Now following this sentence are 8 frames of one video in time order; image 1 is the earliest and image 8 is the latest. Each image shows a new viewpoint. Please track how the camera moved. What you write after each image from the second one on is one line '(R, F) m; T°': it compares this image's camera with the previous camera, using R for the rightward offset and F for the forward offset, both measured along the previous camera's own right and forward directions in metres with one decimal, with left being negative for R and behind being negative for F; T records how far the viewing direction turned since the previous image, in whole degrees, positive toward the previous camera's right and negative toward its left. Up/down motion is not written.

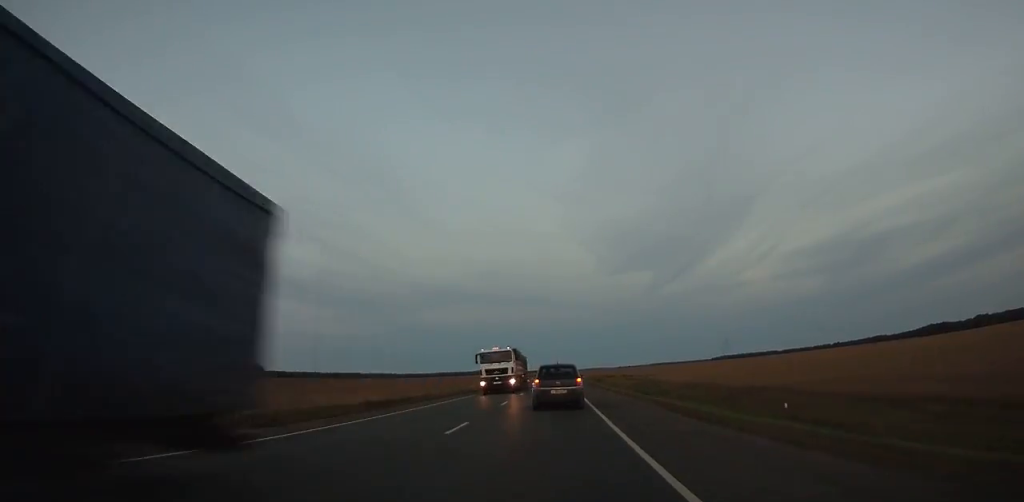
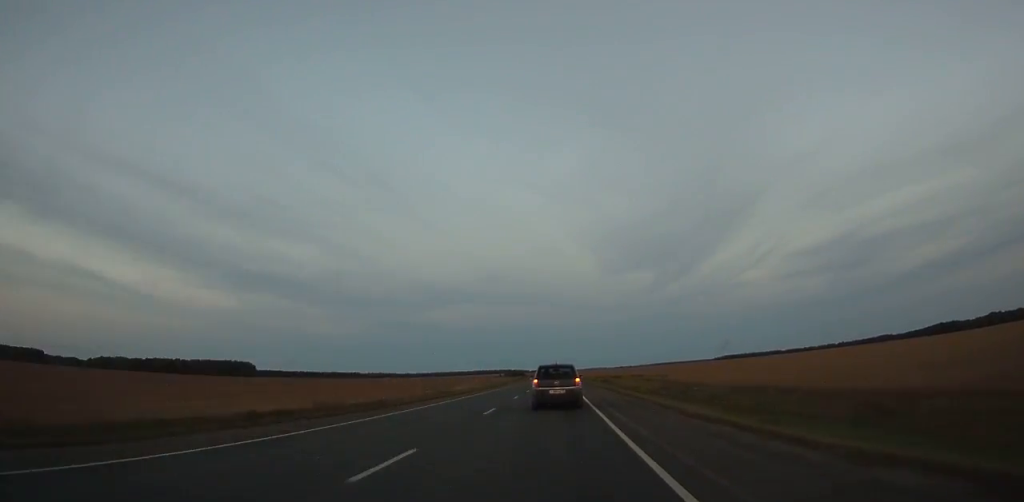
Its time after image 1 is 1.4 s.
(0.0, +30.0) m; 0°
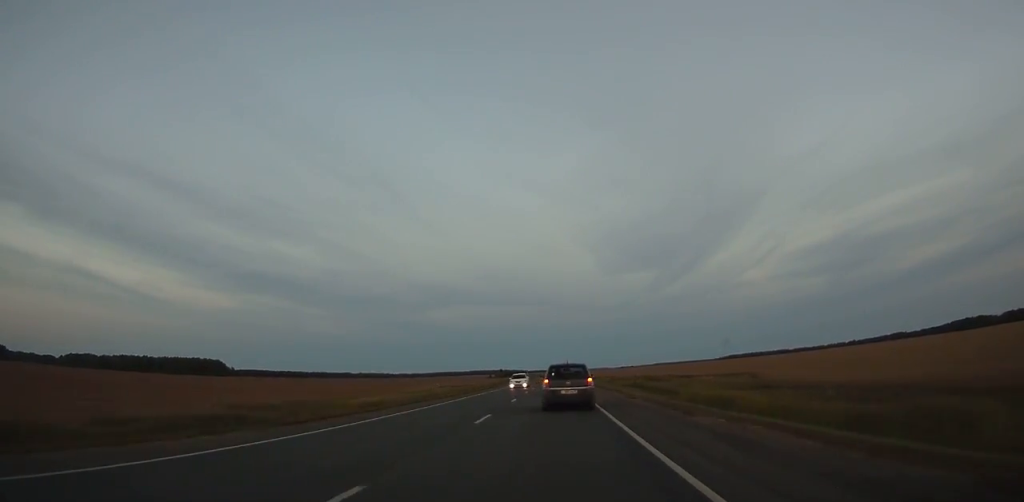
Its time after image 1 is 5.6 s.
(+0.2, +87.0) m; 0°
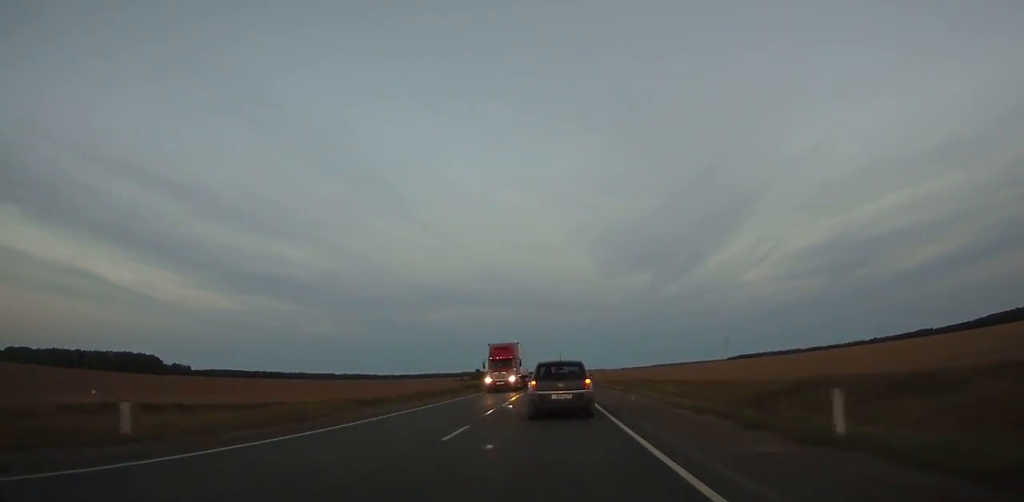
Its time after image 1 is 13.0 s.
(+0.3, +145.5) m; 0°
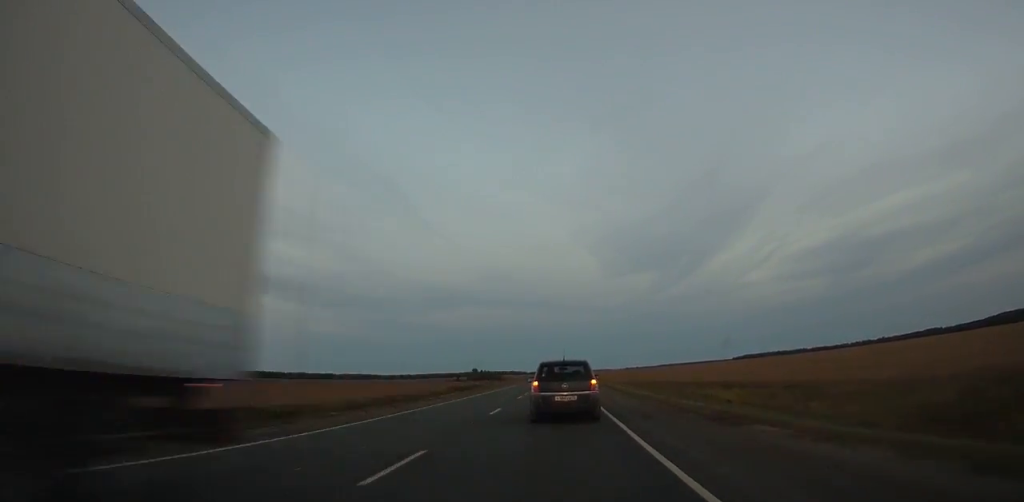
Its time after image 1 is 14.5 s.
(0.0, +27.8) m; 0°
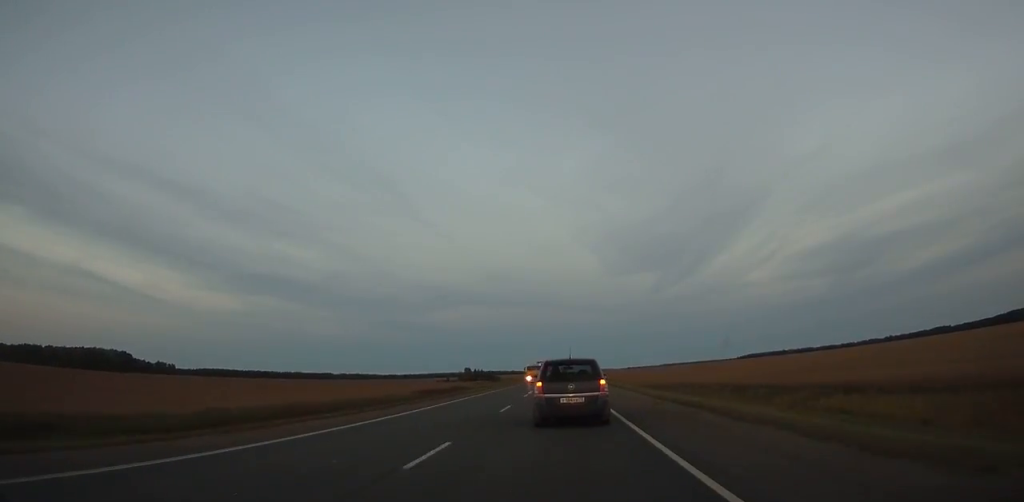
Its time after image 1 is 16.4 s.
(0.0, +35.0) m; 0°
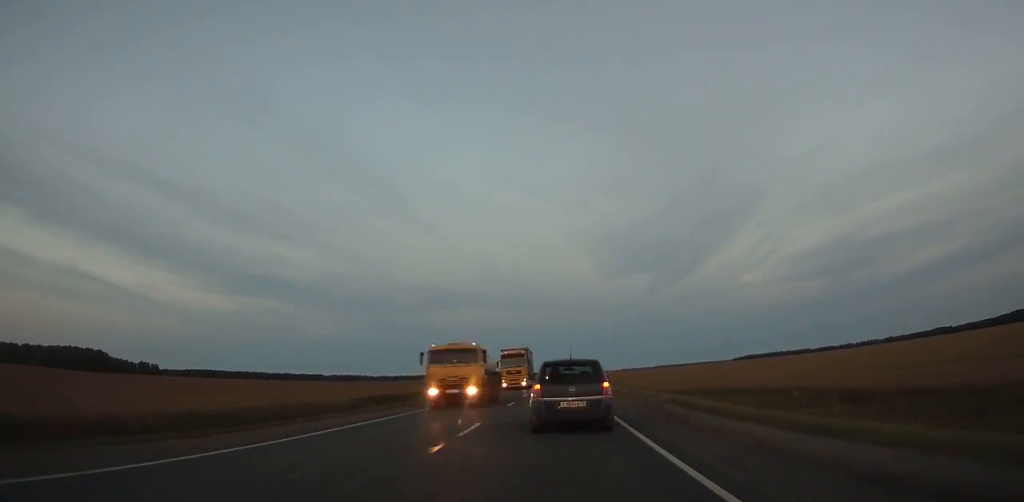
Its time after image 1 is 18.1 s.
(0.0, +30.5) m; 0°
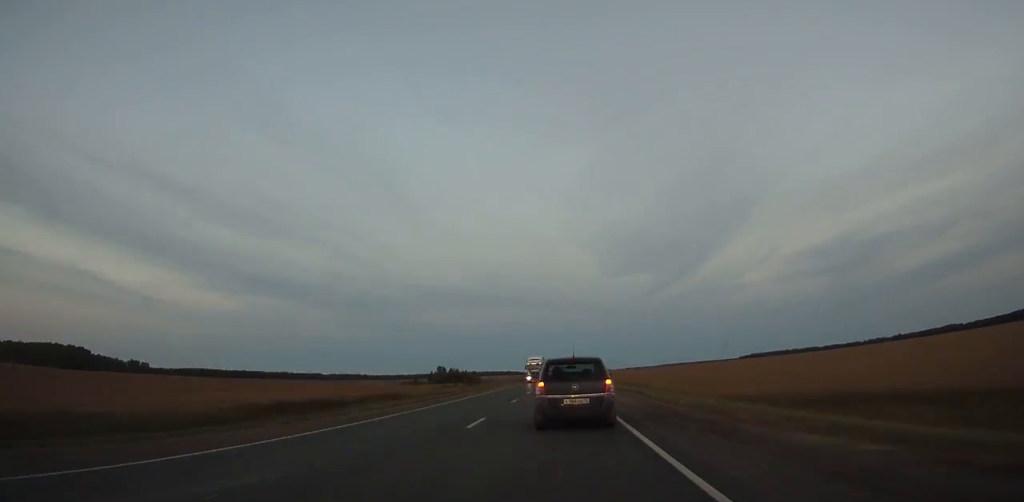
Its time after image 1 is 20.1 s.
(0.0, +35.6) m; 0°
